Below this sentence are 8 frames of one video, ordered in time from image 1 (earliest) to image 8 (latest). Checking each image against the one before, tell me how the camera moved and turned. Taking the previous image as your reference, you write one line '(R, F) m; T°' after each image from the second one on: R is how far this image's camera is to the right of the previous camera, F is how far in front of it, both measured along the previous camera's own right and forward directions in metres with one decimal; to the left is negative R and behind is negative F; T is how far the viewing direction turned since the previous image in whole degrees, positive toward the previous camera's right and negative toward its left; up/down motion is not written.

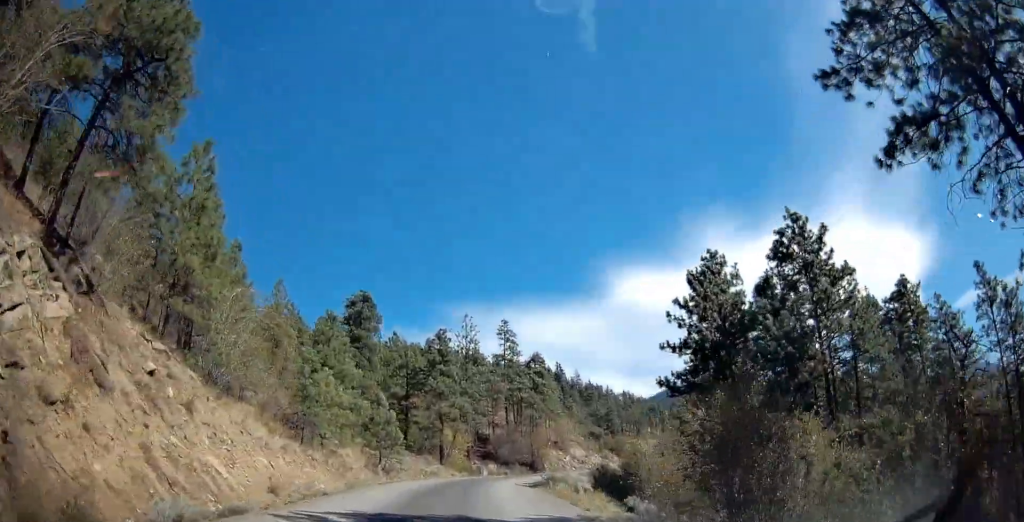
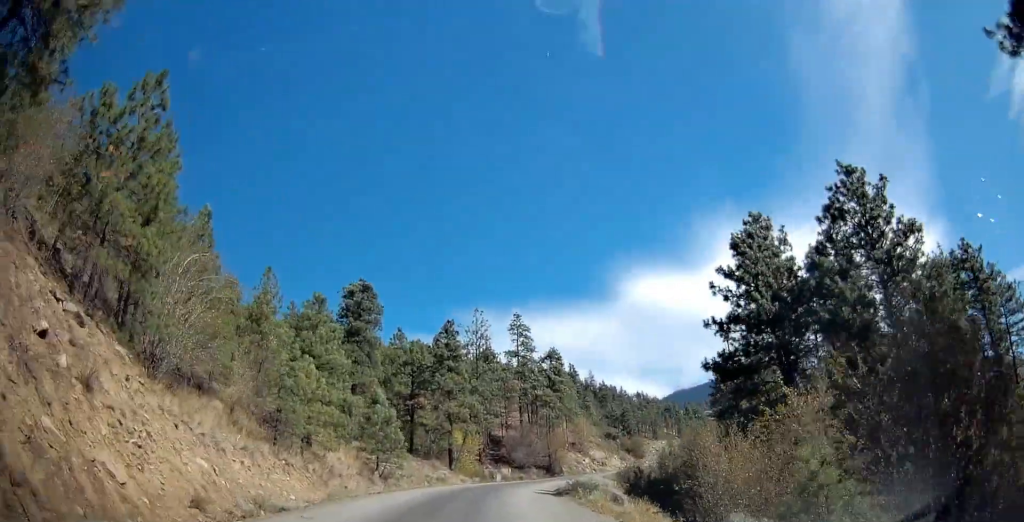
(+0.1, +5.5) m; -2°
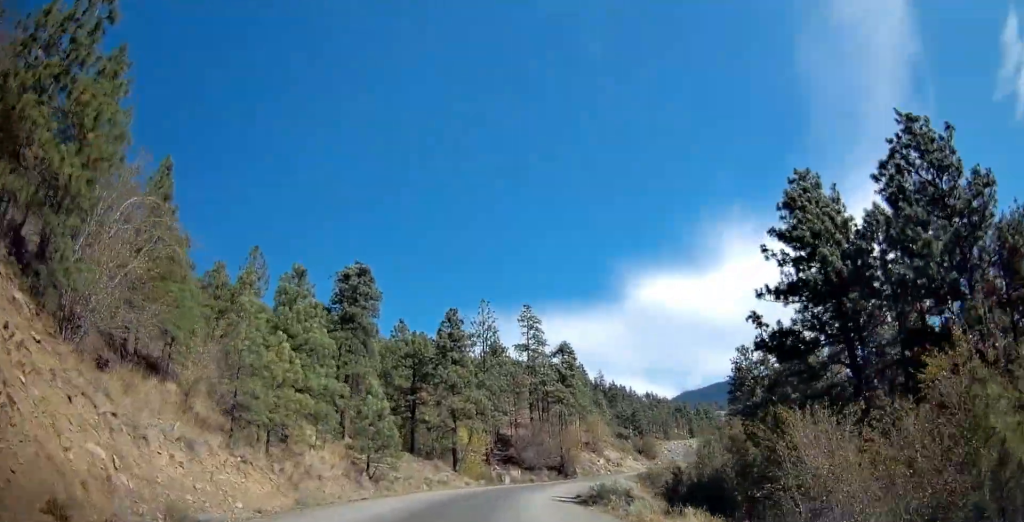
(-0.1, +5.2) m; -2°
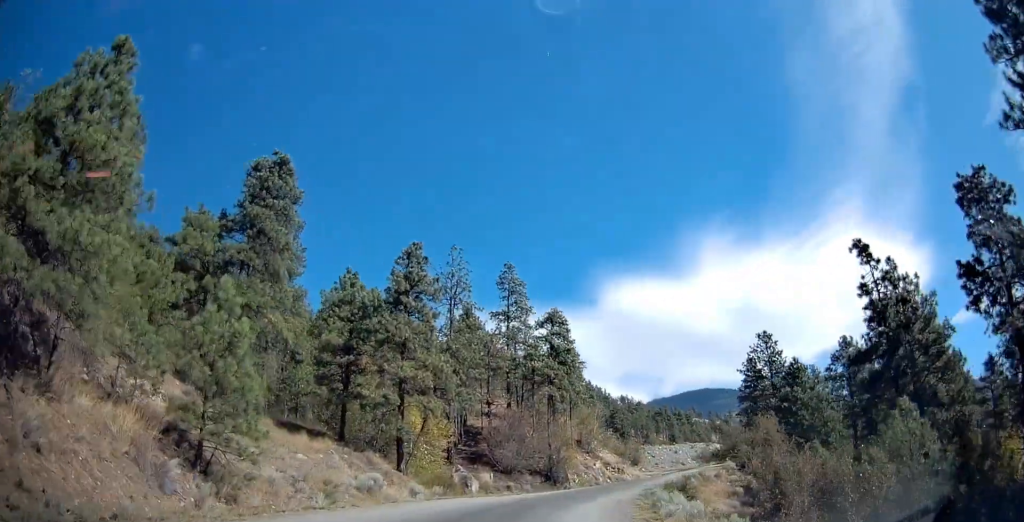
(-0.8, +17.5) m; 0°
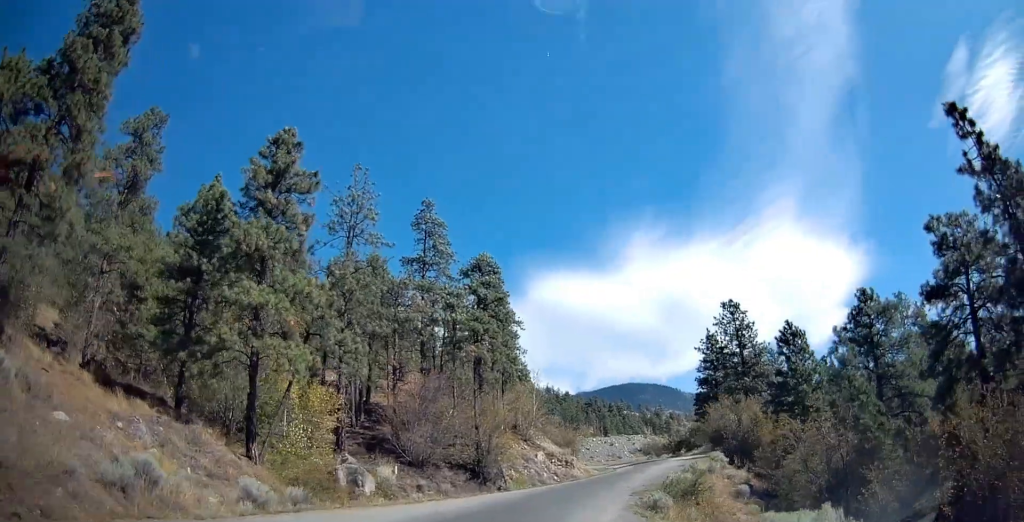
(+0.9, +13.8) m; +8°
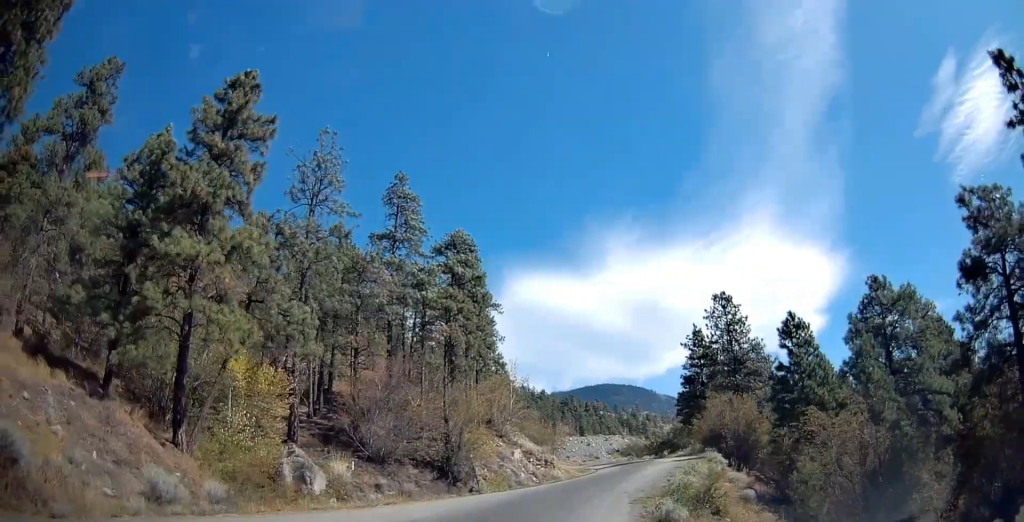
(+0.3, +4.3) m; +2°
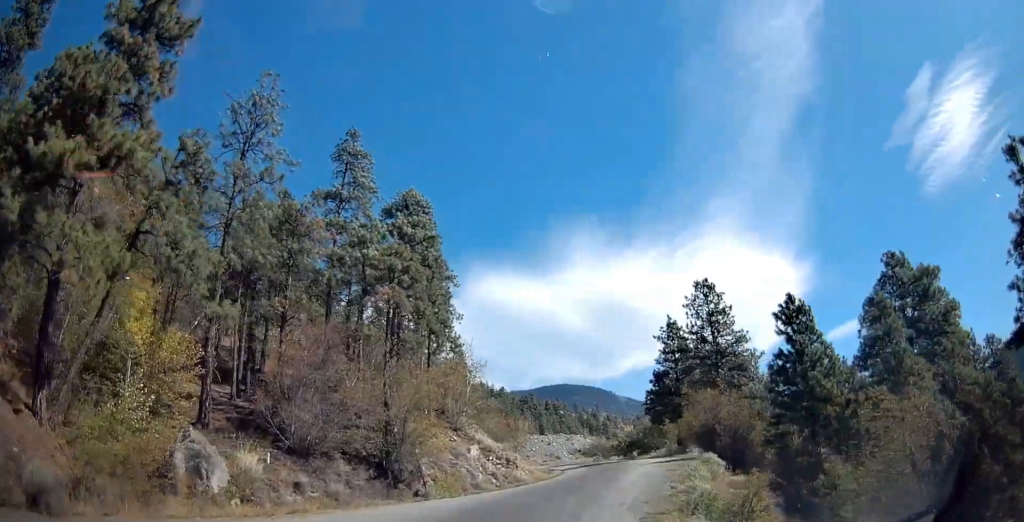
(+0.2, +6.1) m; +3°
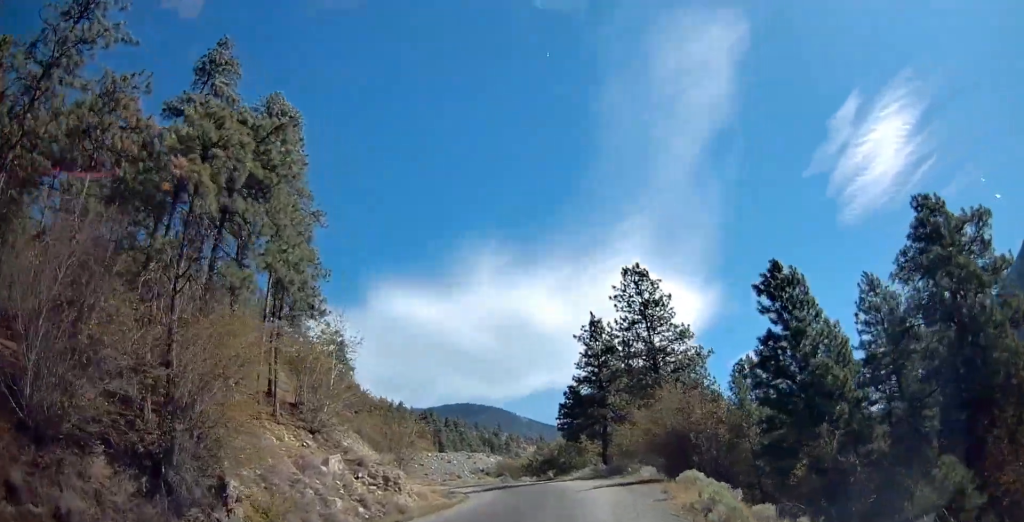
(+0.5, +11.2) m; +8°
